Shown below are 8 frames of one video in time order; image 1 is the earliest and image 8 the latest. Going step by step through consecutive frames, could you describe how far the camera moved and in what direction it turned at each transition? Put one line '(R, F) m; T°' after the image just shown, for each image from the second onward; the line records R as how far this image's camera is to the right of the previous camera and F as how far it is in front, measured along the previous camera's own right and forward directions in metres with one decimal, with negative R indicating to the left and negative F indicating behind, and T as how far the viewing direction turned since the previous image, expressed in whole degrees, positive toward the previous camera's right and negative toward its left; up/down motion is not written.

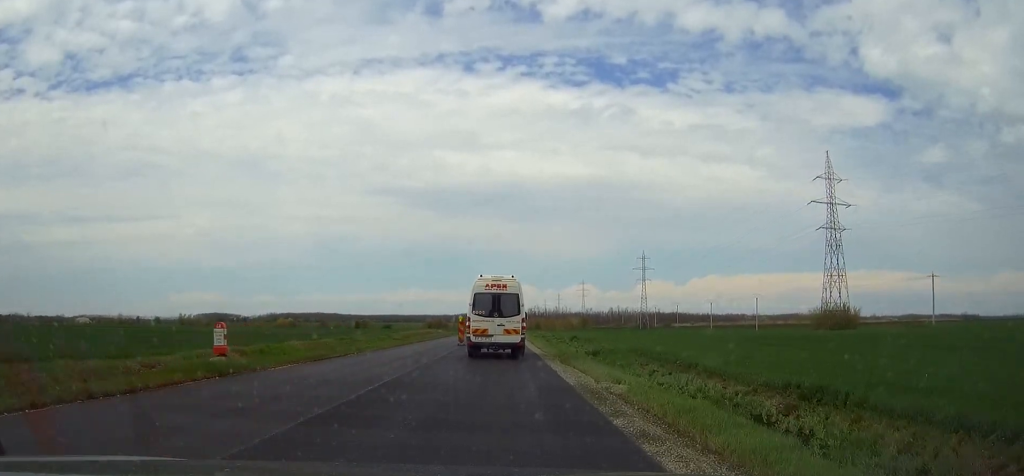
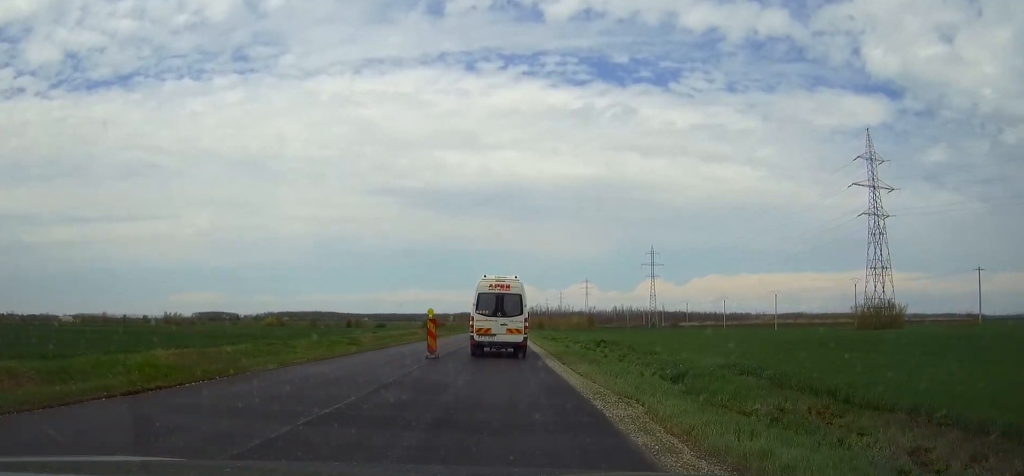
(0.0, +15.9) m; 0°
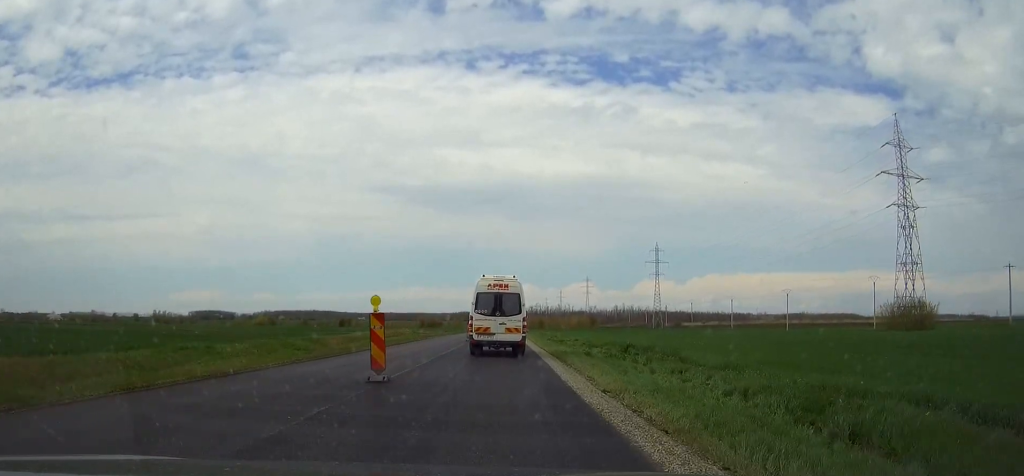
(0.0, +9.7) m; 0°
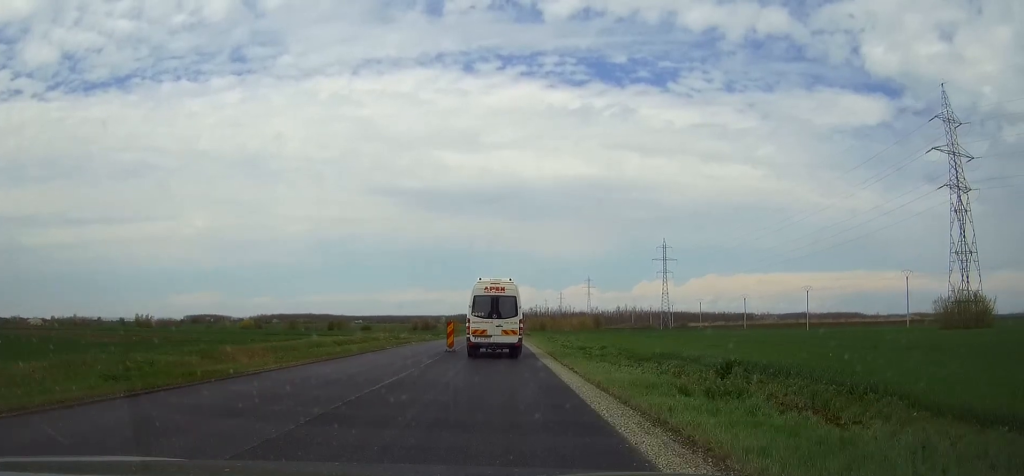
(0.0, +14.9) m; 0°
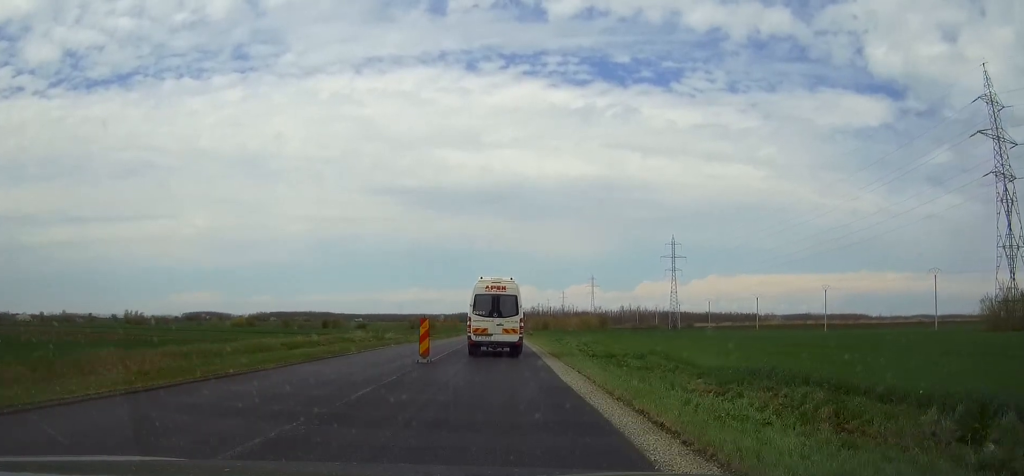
(0.0, +10.3) m; 0°
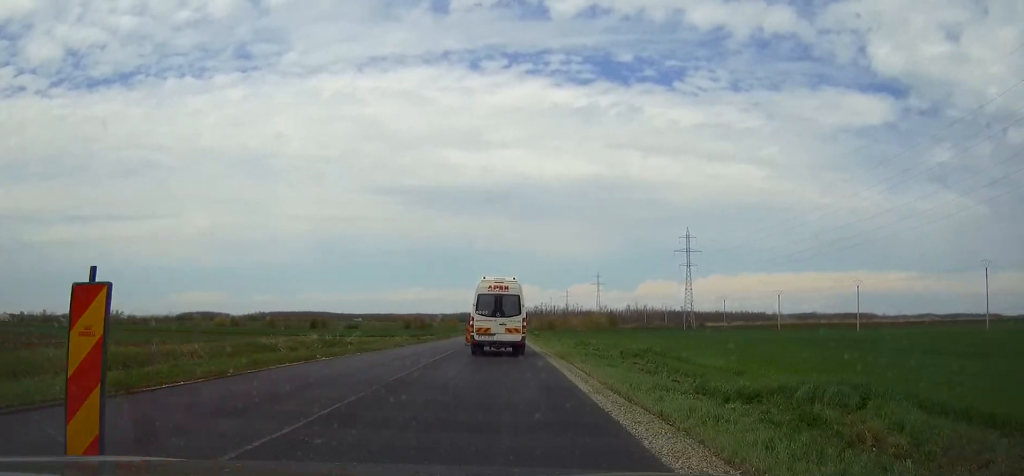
(0.0, +16.7) m; 0°
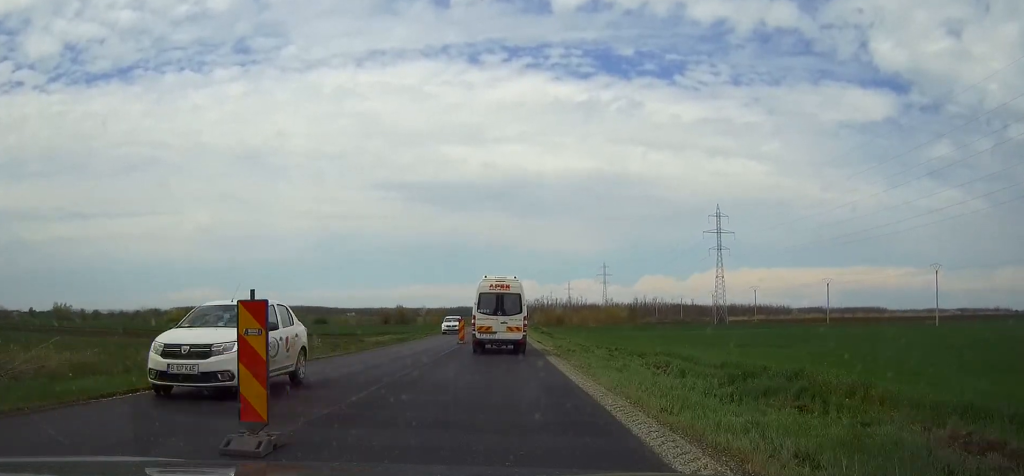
(+0.1, +34.1) m; 0°
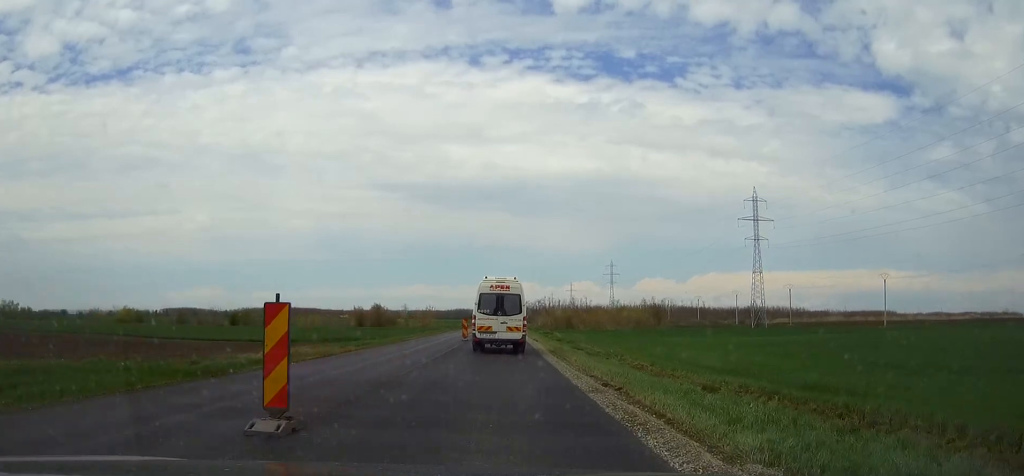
(0.0, +29.5) m; 0°
